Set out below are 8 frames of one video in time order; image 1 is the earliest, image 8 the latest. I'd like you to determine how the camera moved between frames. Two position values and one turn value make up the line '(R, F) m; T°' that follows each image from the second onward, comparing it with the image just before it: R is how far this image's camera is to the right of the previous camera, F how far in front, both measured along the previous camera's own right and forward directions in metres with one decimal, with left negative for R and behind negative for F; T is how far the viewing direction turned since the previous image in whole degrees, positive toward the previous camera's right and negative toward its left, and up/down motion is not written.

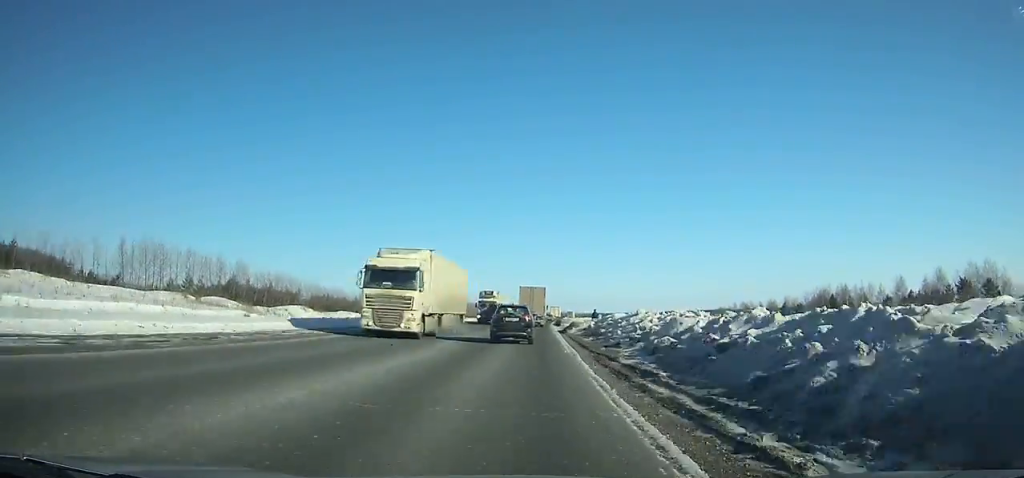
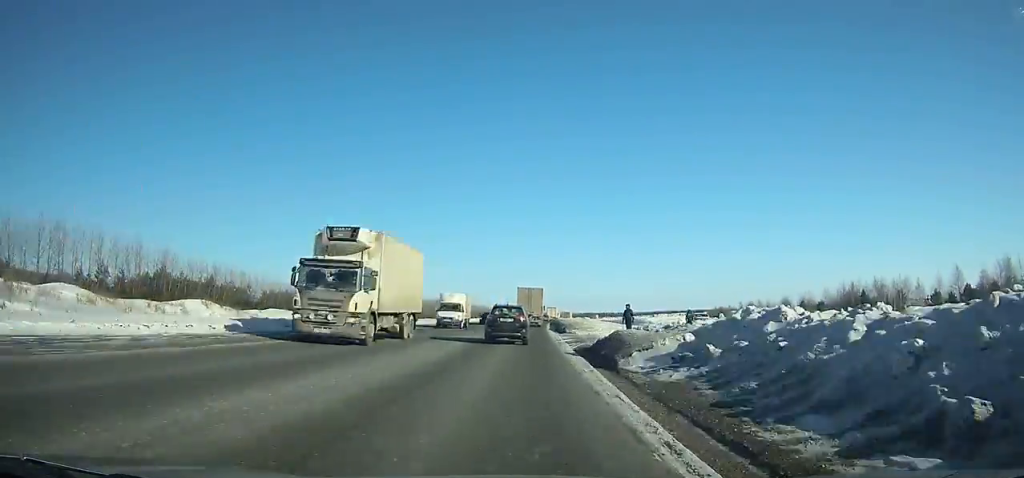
(0.0, +27.4) m; +1°
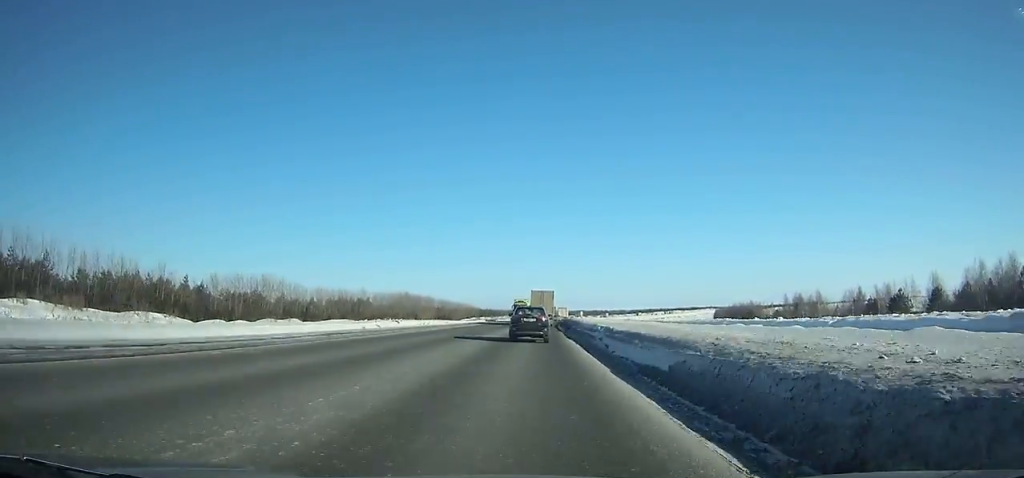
(+1.1, +71.2) m; +2°
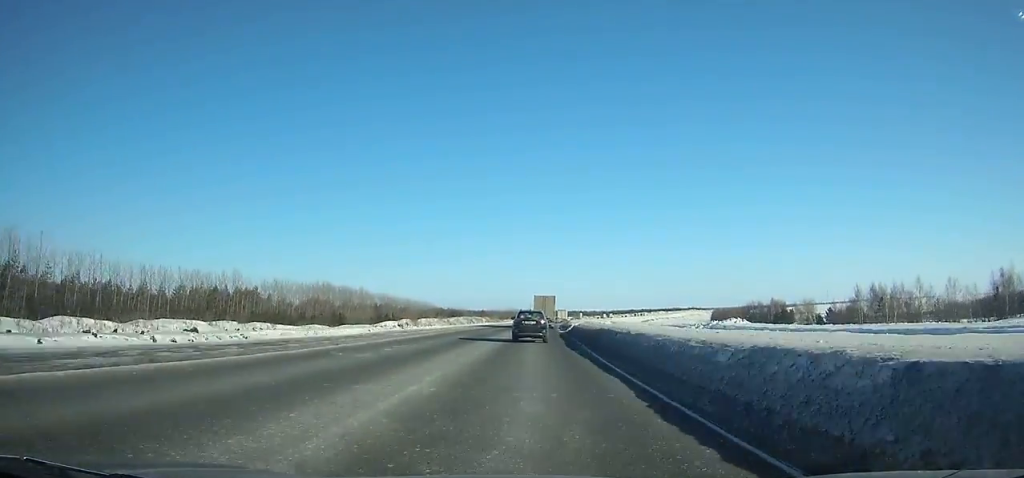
(+1.6, +74.2) m; +2°
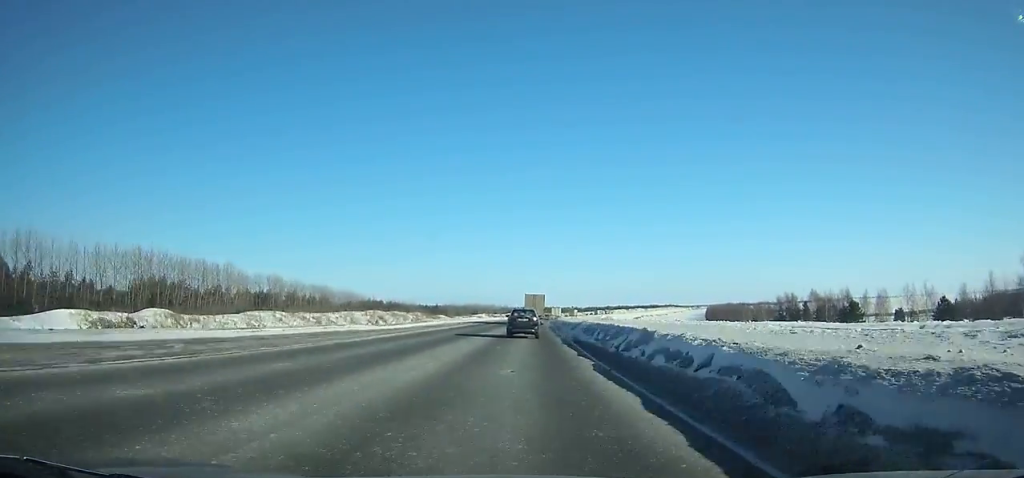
(+1.7, +76.5) m; +3°
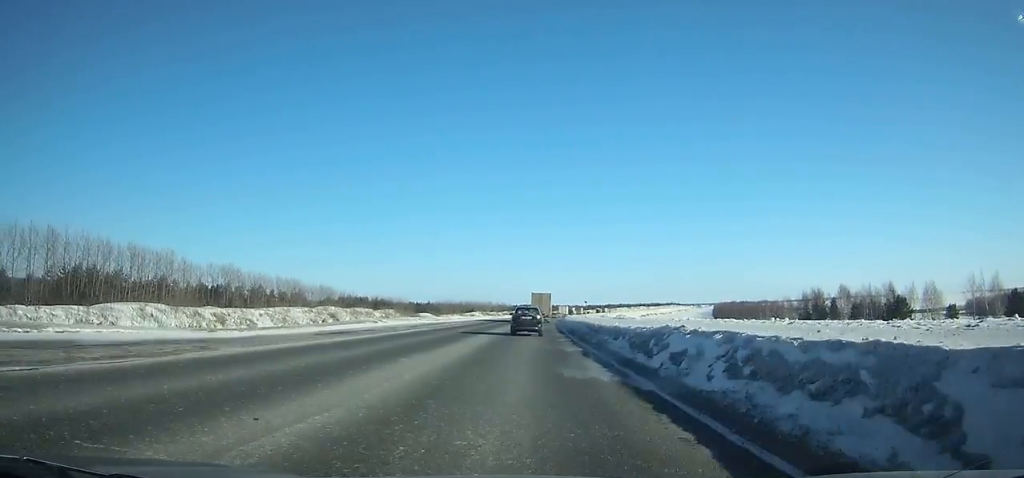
(0.0, +25.0) m; +1°
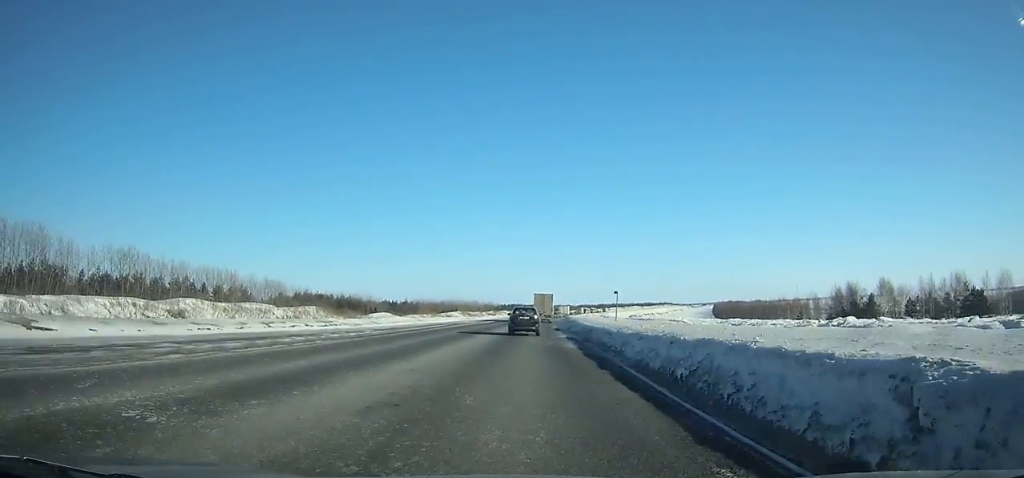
(+0.6, +33.0) m; +1°
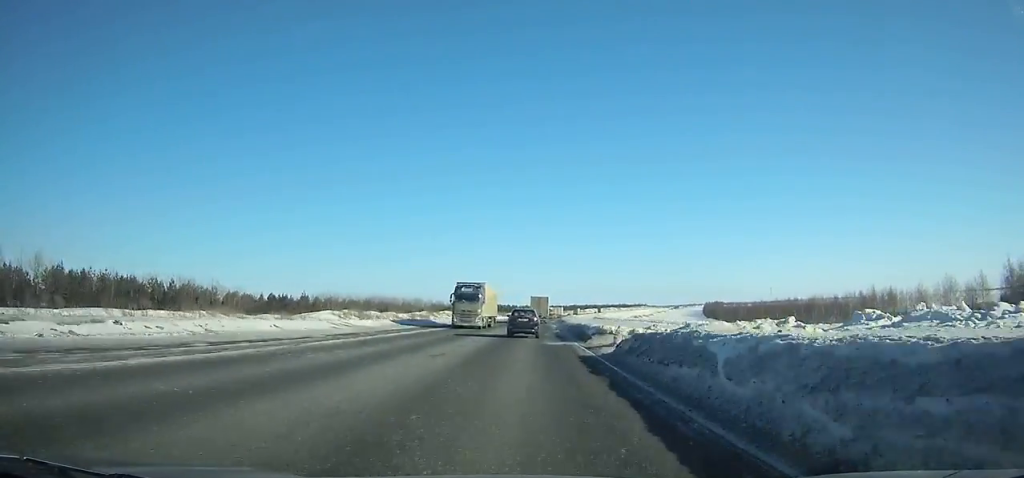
(+2.6, +94.8) m; +3°
